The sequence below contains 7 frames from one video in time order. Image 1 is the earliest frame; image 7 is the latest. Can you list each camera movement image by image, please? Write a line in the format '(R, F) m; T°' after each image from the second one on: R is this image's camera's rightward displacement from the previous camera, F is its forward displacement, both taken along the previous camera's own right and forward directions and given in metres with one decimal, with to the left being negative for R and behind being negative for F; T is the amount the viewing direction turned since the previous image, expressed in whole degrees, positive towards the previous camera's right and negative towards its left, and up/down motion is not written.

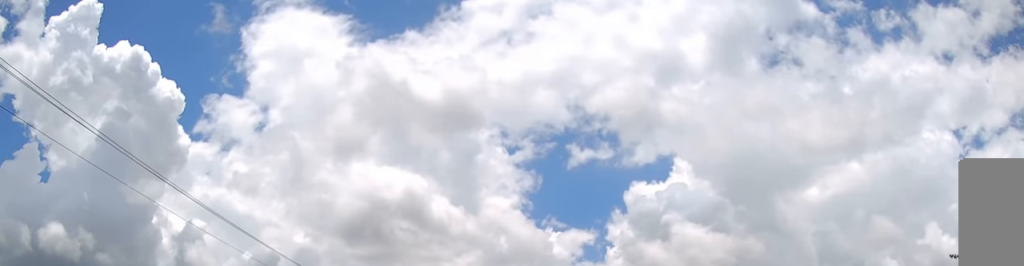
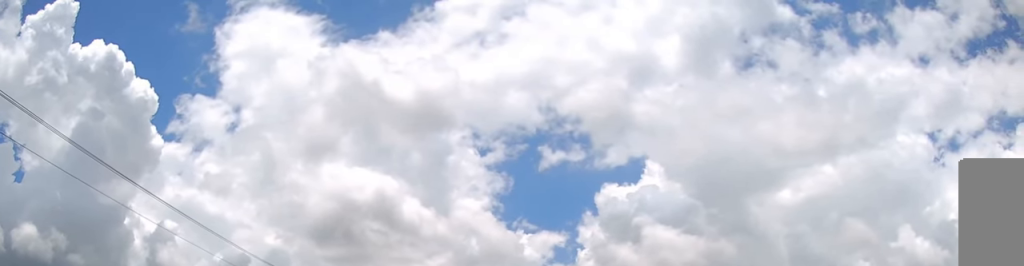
(+0.1, +8.2) m; +1°
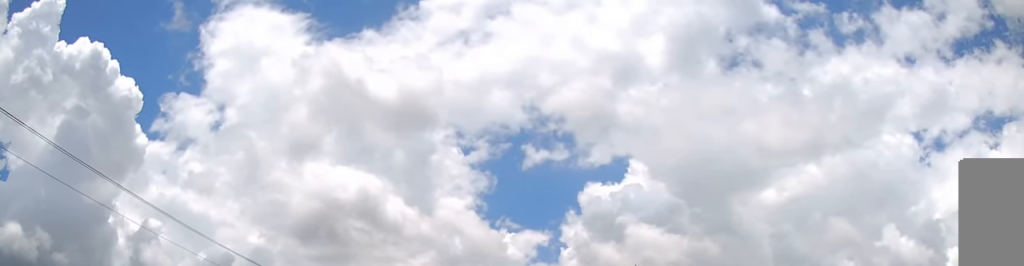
(0.0, +4.7) m; +1°
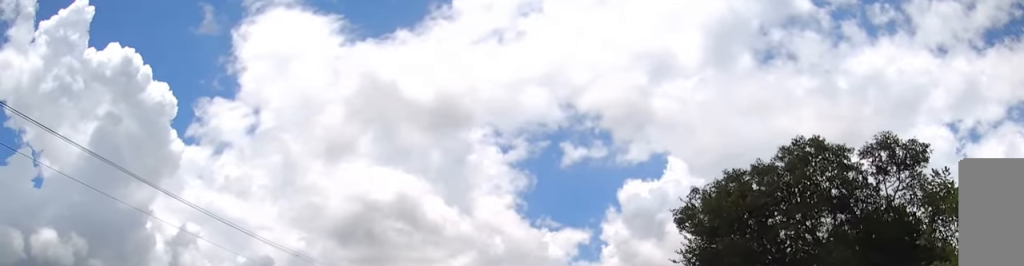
(+0.5, +14.3) m; 0°
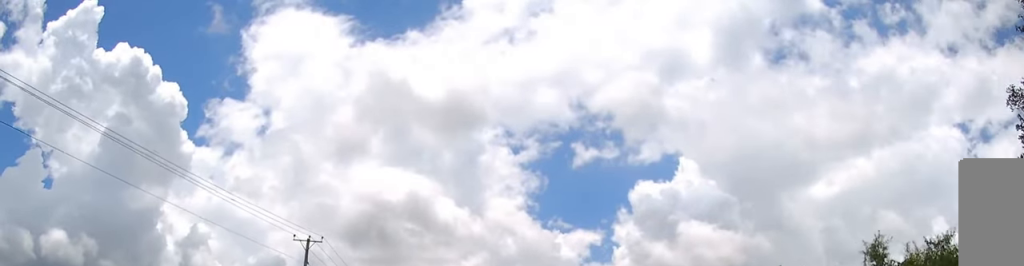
(-0.7, +12.3) m; -2°
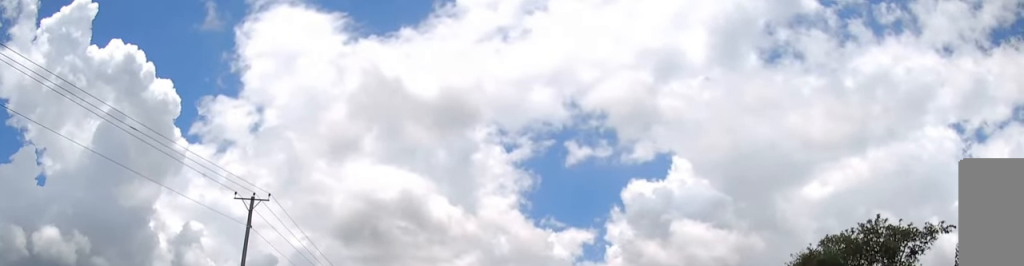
(+0.2, +8.5) m; +1°
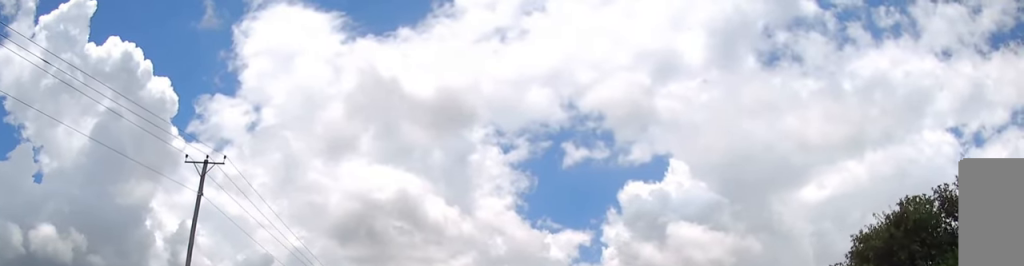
(-0.1, +5.3) m; 0°
